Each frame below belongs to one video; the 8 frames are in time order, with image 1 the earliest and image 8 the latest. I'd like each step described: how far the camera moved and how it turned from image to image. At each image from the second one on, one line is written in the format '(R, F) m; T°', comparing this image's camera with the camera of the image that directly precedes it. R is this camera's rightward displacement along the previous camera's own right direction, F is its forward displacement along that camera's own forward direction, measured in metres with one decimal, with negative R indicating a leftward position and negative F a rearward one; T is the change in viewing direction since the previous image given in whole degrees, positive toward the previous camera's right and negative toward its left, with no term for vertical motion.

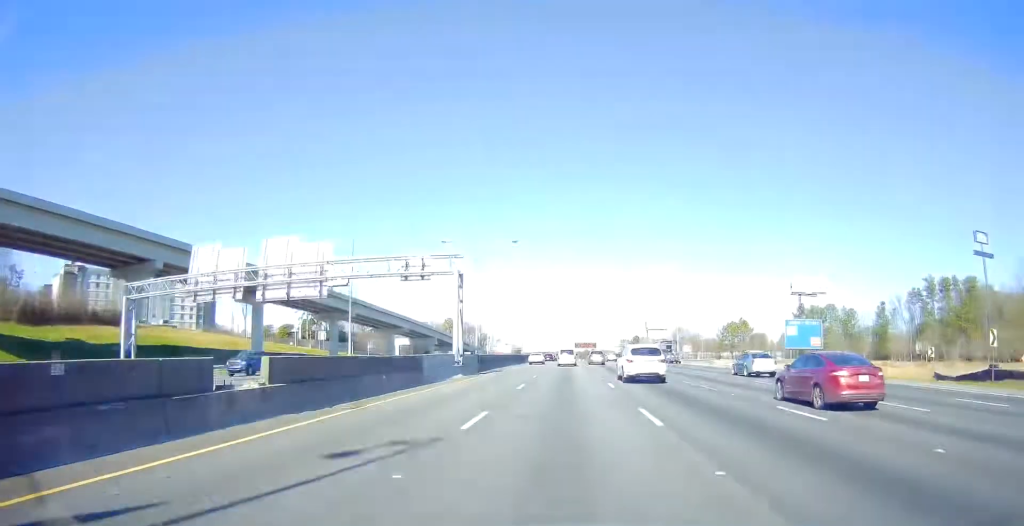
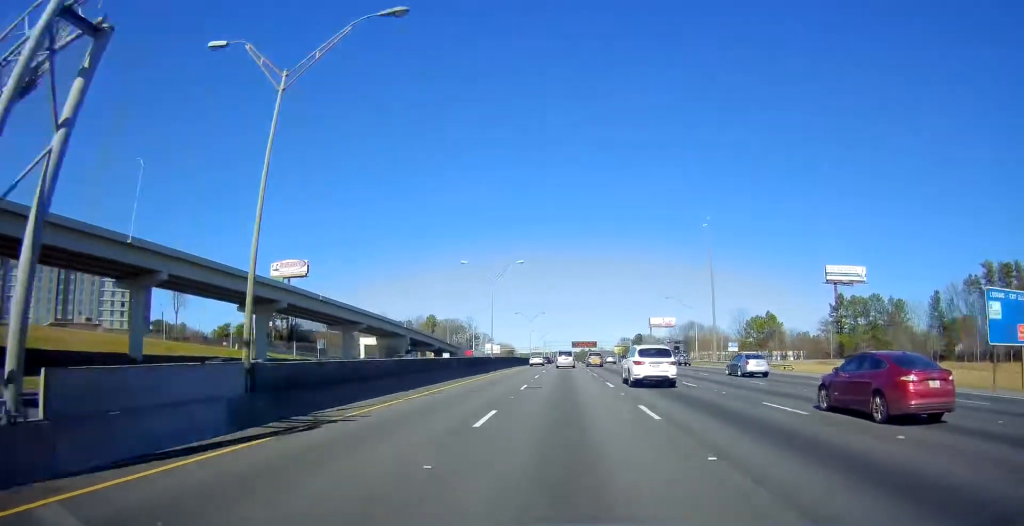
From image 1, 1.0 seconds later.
(-0.1, +34.4) m; 0°
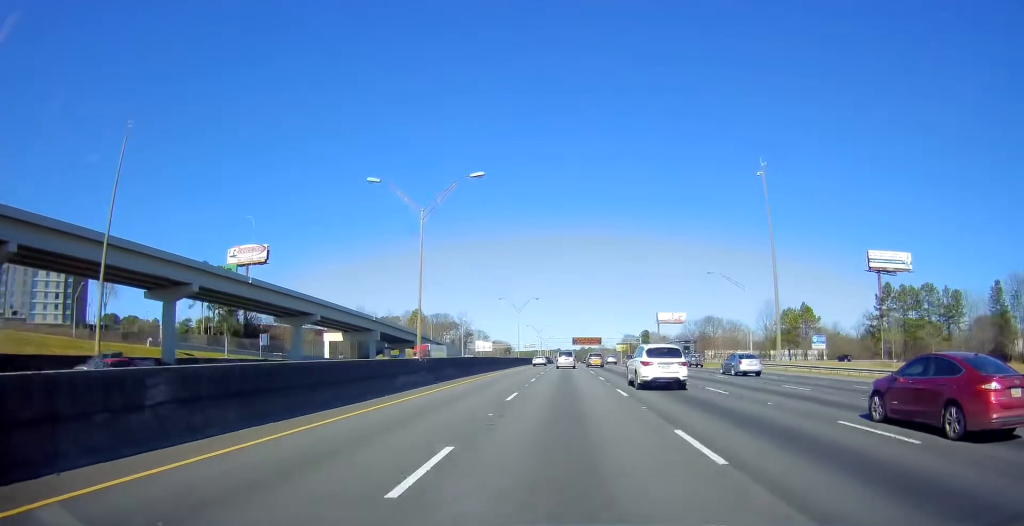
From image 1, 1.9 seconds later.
(+0.2, +28.9) m; +1°
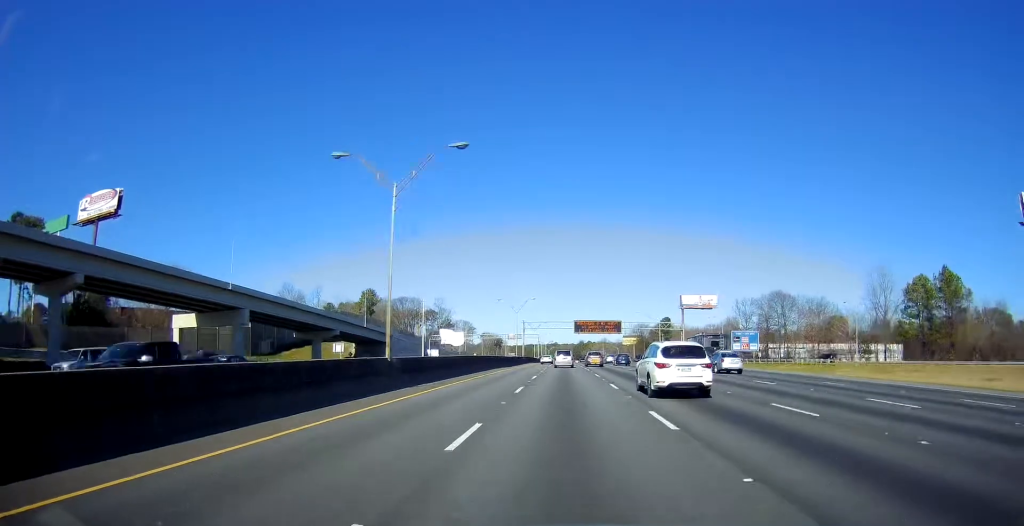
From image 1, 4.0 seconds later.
(+0.3, +67.7) m; 0°
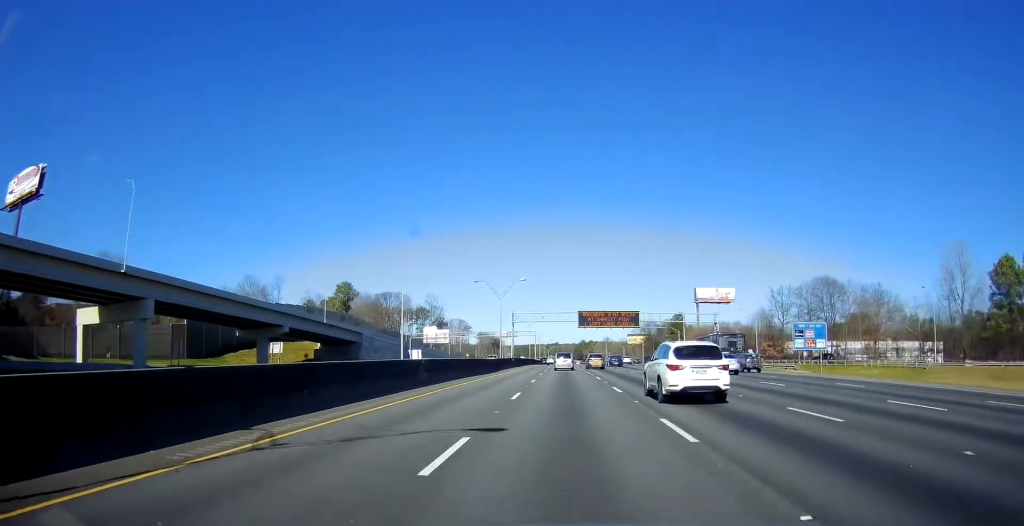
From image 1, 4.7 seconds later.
(0.0, +25.1) m; 0°
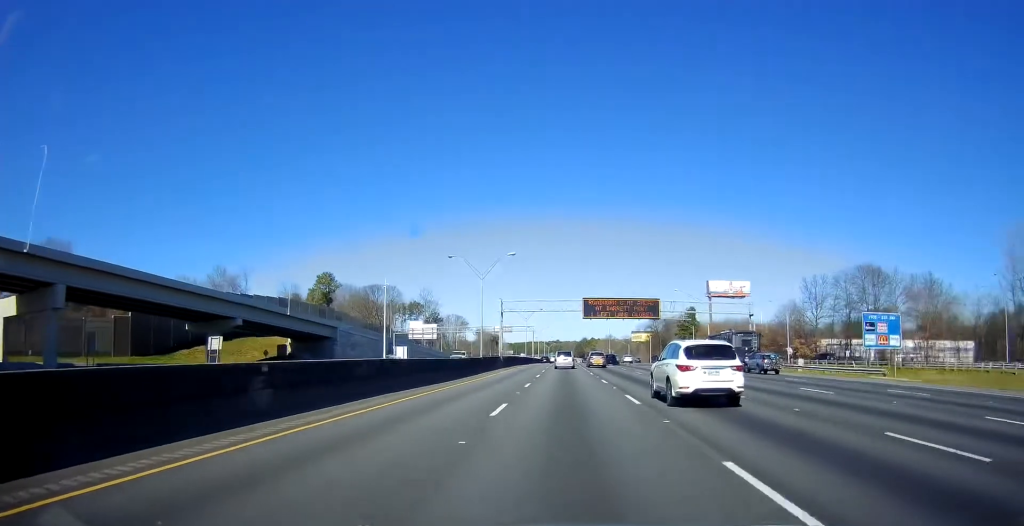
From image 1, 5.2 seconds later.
(-0.2, +16.8) m; +1°
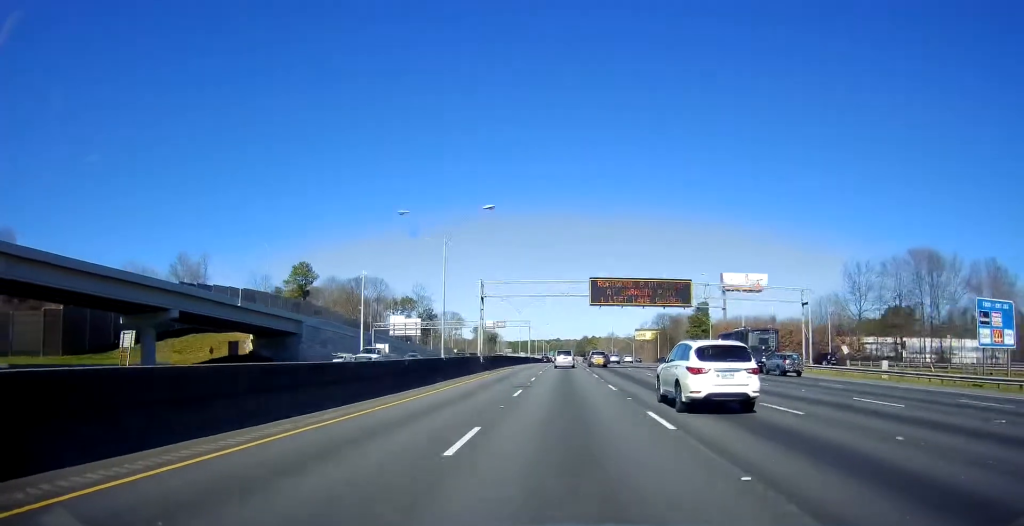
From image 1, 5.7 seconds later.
(+0.1, +16.9) m; 0°
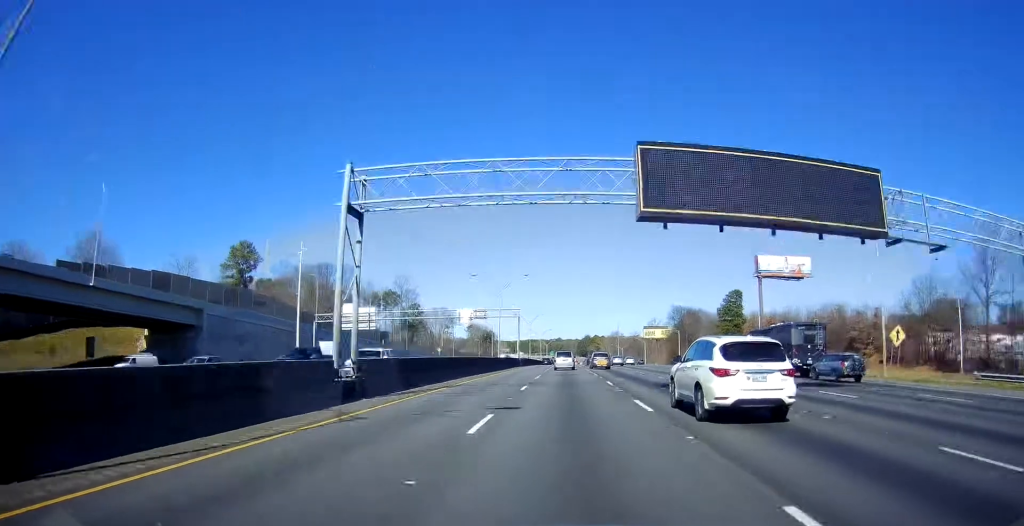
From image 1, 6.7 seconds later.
(+0.6, +32.6) m; 0°
